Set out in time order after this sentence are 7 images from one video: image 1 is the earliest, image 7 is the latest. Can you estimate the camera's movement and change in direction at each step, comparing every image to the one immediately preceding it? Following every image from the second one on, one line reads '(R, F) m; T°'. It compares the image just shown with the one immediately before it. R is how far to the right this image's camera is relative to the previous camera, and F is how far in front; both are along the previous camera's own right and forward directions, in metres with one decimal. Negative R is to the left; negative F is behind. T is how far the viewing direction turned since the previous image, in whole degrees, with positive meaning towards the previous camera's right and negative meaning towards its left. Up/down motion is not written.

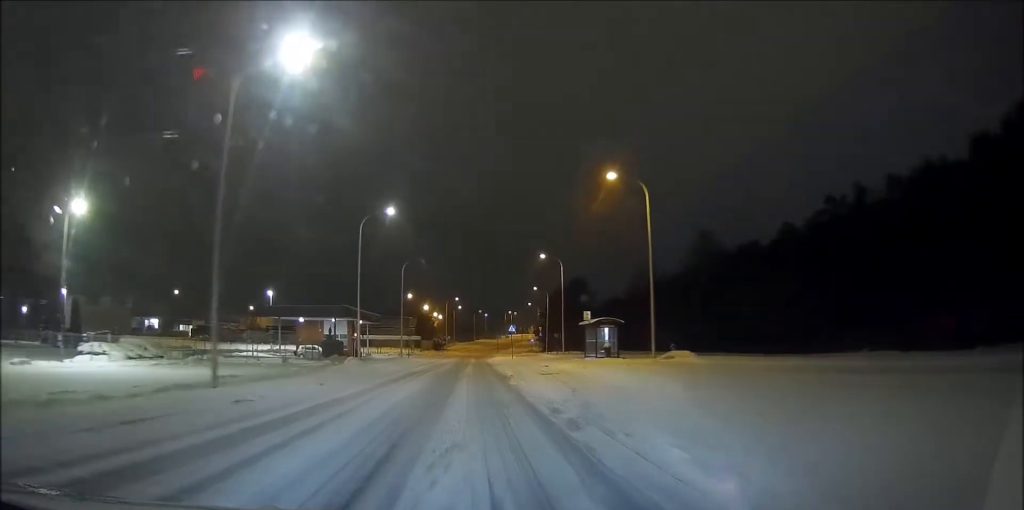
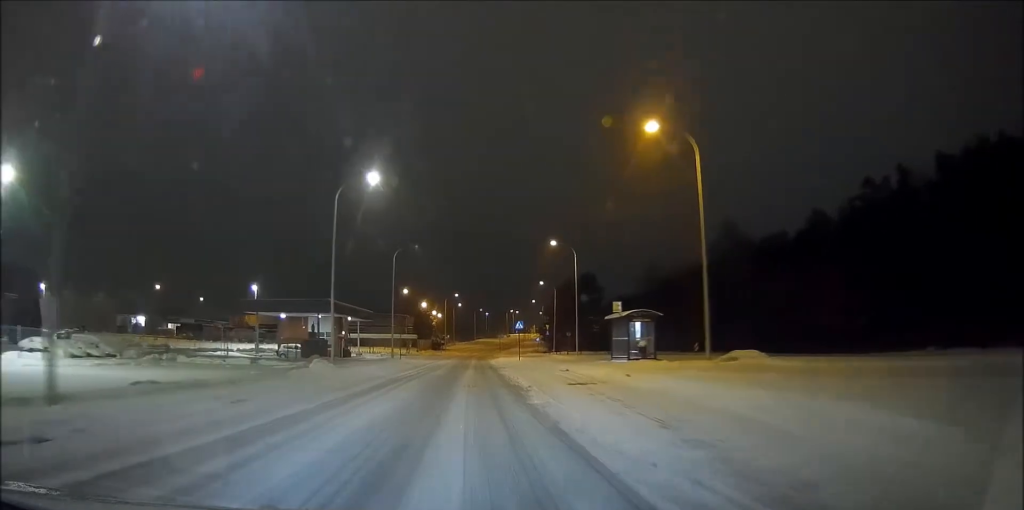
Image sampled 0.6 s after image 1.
(0.0, +8.2) m; 0°
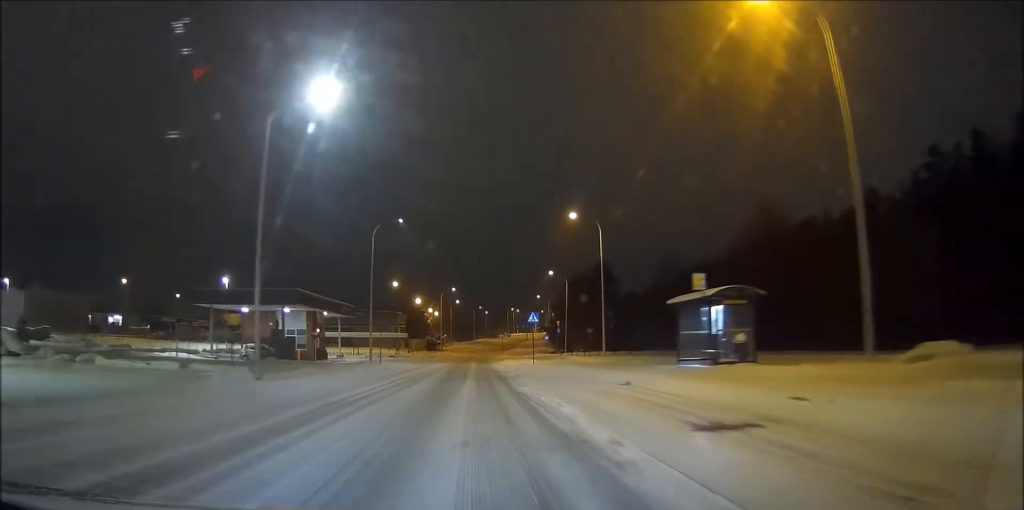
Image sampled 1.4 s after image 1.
(0.0, +12.0) m; 0°
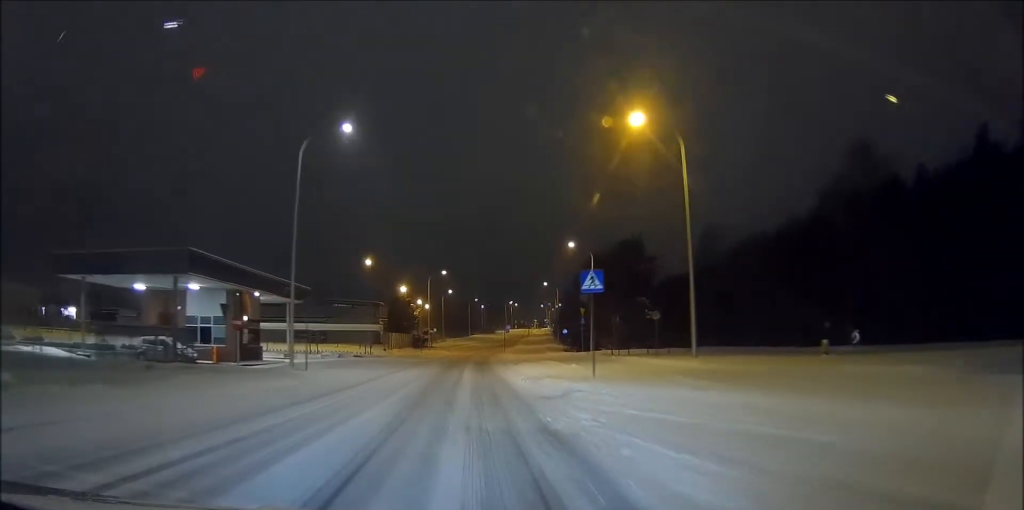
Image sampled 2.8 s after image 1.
(0.0, +19.9) m; 0°
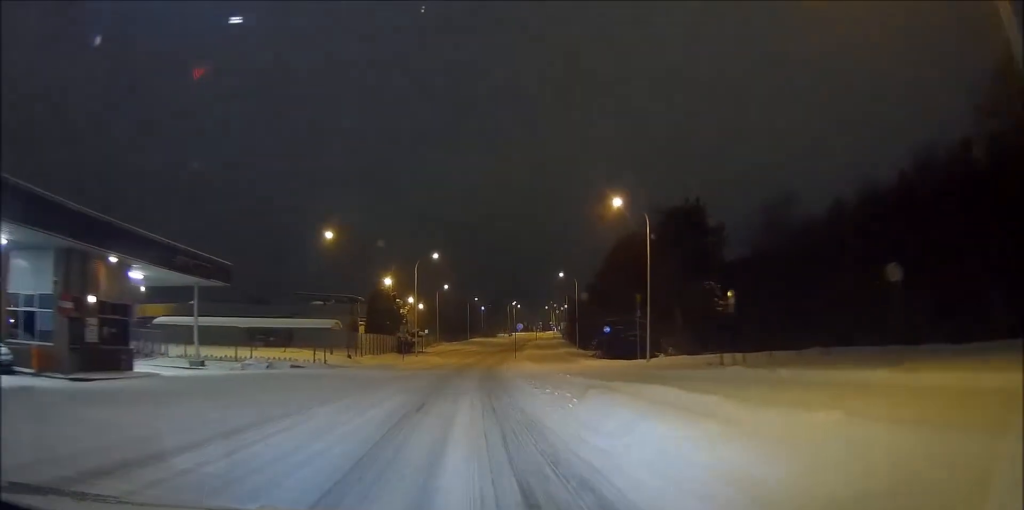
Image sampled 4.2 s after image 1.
(0.0, +20.0) m; 0°
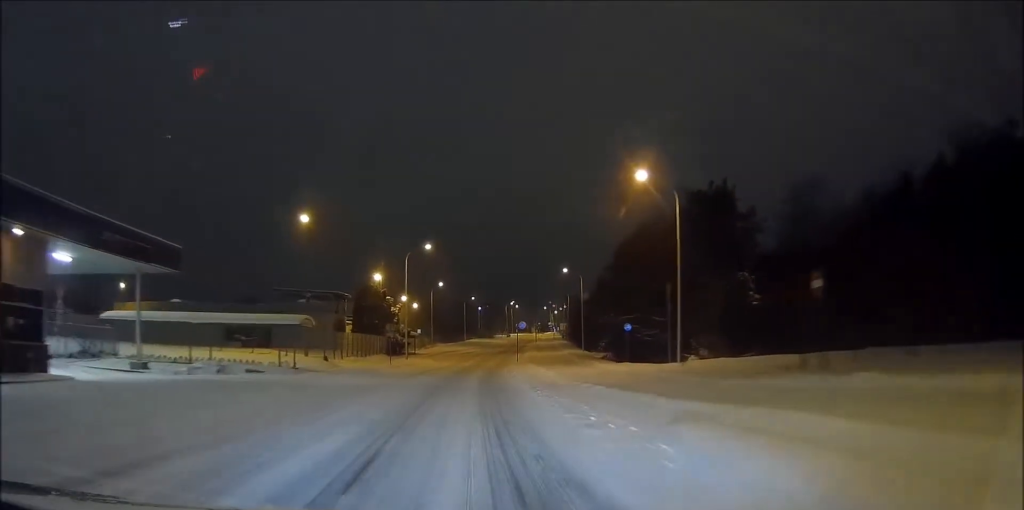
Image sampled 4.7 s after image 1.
(0.0, +6.9) m; 0°
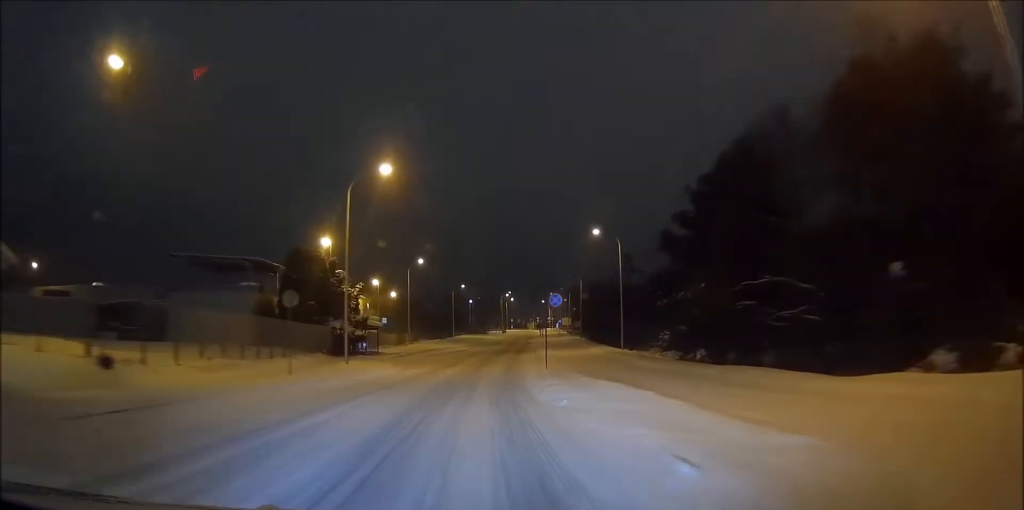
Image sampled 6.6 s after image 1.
(+0.3, +25.2) m; +2°
